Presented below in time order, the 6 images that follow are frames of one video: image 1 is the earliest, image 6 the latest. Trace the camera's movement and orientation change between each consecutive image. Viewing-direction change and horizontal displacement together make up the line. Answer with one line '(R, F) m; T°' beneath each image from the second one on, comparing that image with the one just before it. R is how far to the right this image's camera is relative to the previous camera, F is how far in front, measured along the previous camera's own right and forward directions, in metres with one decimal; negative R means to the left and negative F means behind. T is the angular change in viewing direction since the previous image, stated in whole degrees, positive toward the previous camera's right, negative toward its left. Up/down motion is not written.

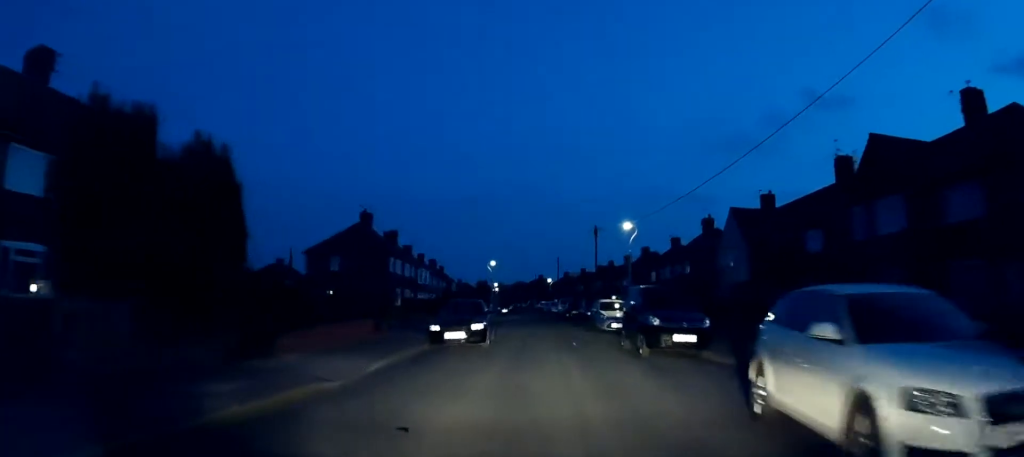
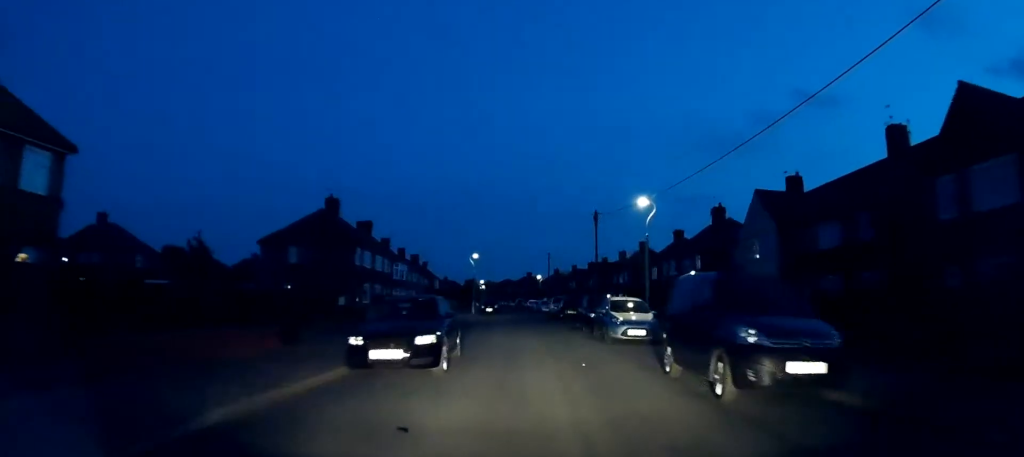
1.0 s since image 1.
(0.0, +6.1) m; -1°
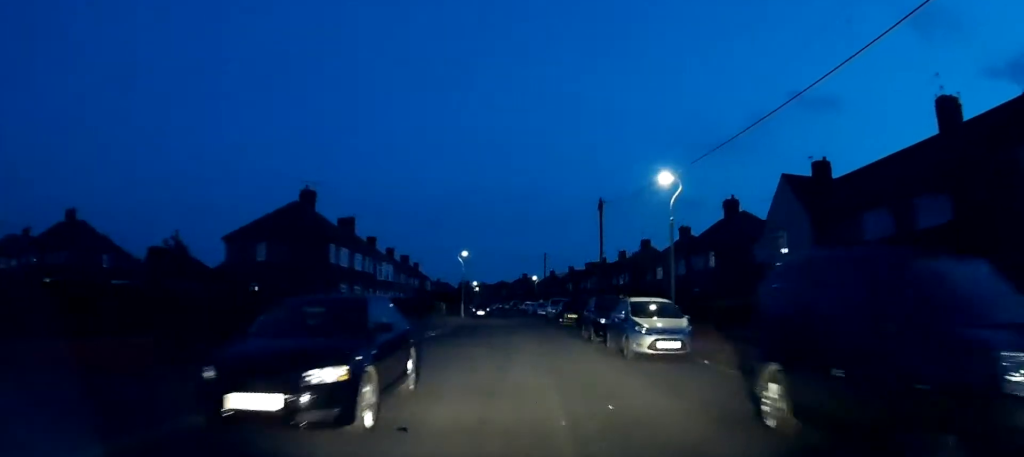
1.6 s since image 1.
(0.0, +4.6) m; -2°
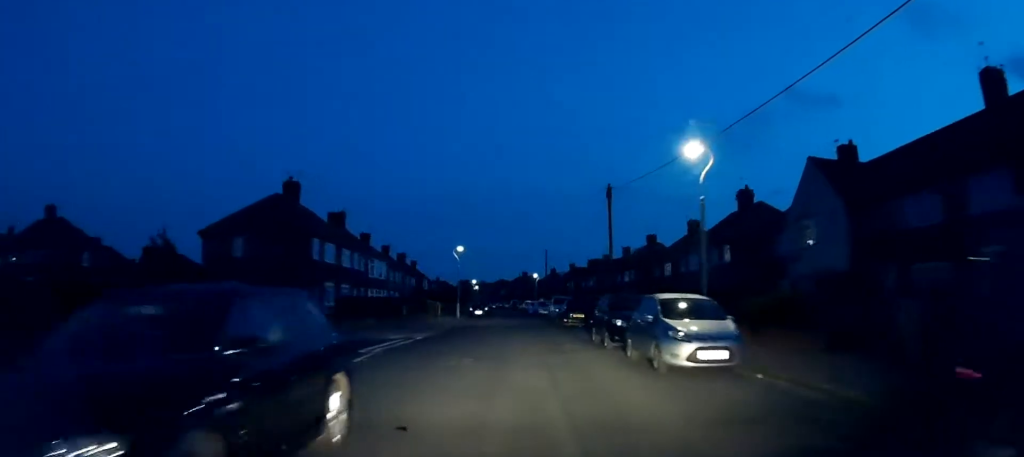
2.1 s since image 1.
(-0.1, +3.2) m; 0°
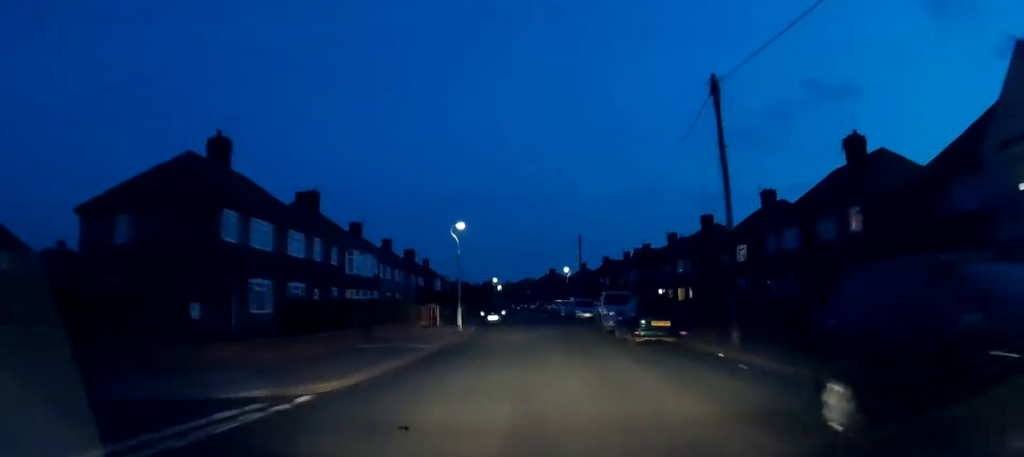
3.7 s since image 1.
(+0.2, +13.3) m; +3°
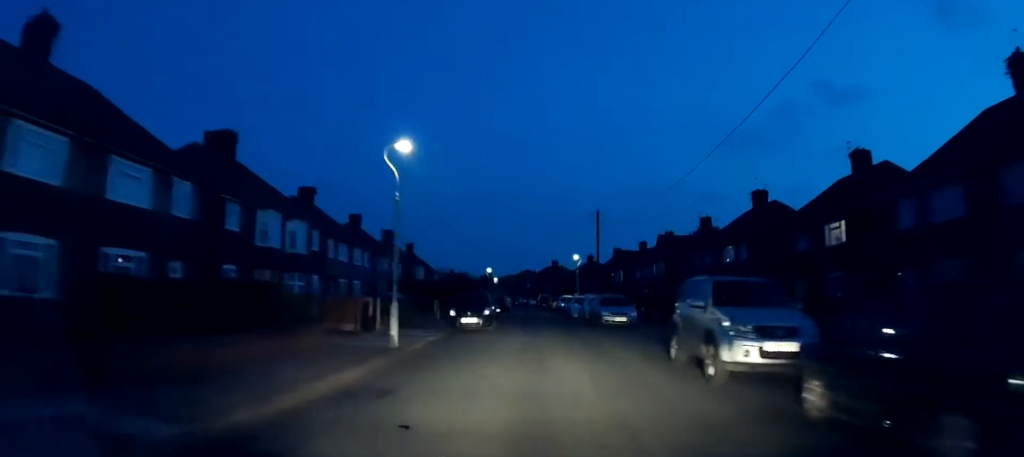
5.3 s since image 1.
(-0.1, +14.0) m; -1°
